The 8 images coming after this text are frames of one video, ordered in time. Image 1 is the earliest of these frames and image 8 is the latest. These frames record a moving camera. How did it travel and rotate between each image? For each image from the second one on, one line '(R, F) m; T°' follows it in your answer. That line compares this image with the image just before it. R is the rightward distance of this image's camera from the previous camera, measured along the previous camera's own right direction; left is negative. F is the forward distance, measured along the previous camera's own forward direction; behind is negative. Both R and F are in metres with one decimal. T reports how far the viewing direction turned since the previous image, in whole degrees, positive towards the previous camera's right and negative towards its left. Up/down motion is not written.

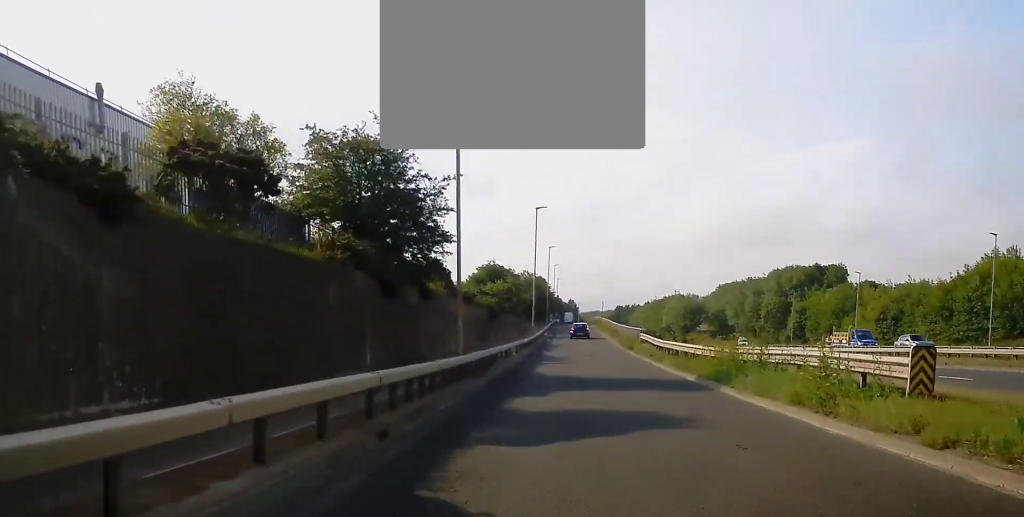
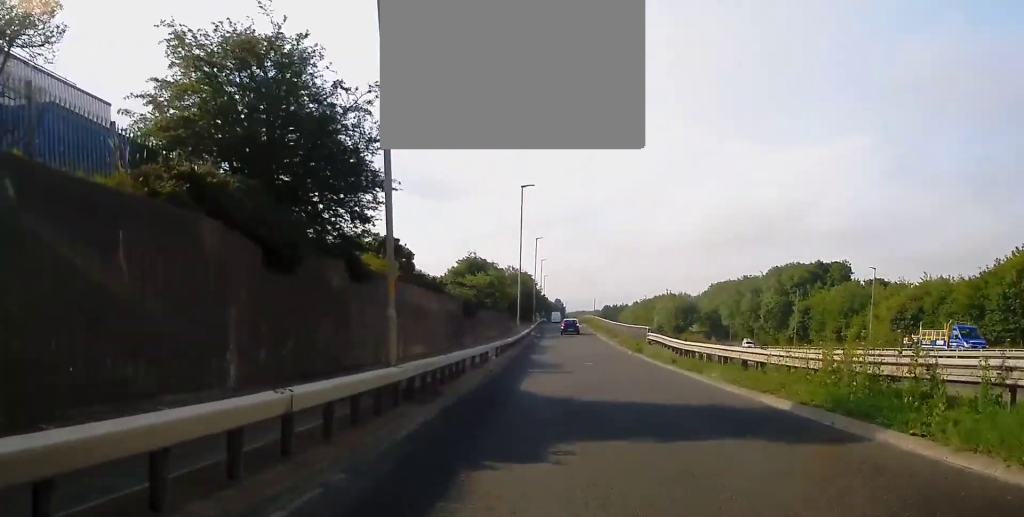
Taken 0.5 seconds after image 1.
(+0.1, +8.5) m; 0°
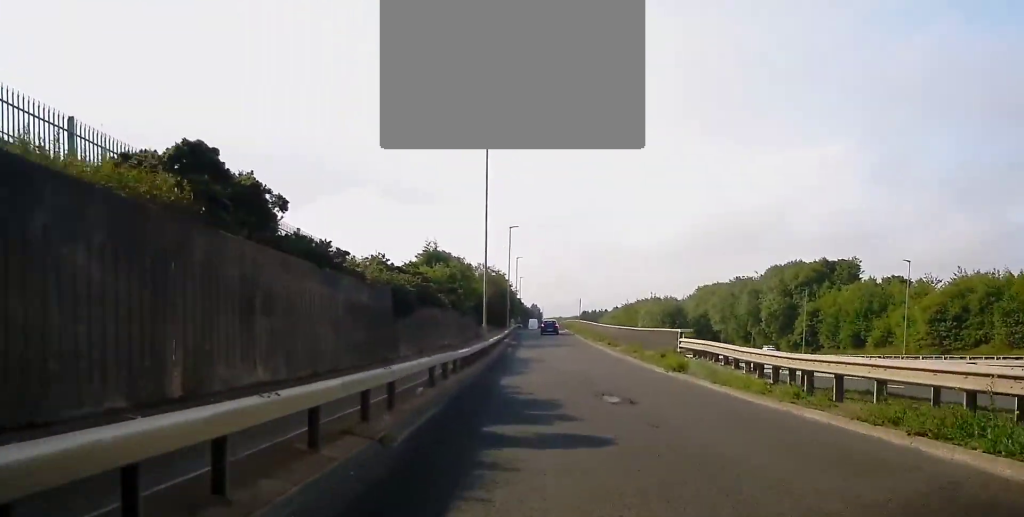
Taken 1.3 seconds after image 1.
(+0.1, +14.7) m; +1°
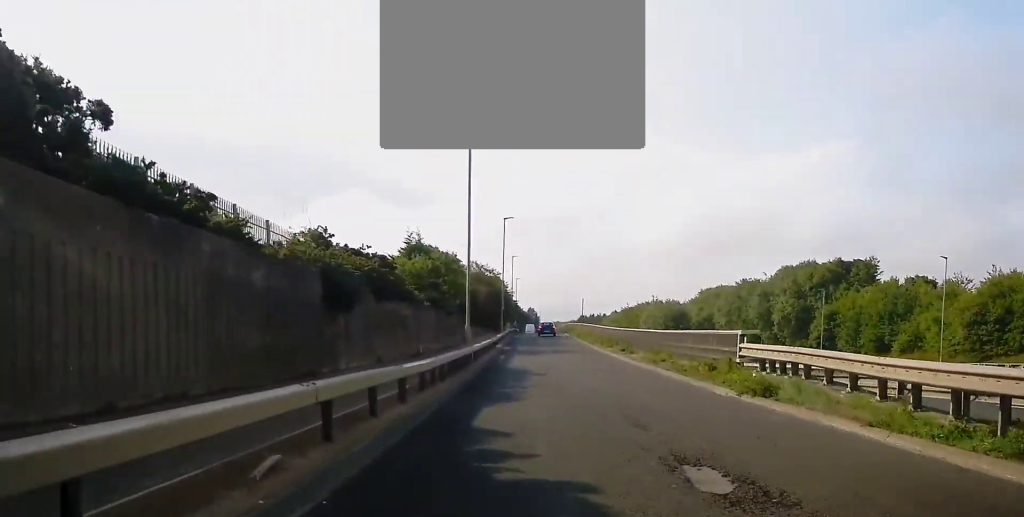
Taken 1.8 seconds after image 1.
(0.0, +8.3) m; +1°
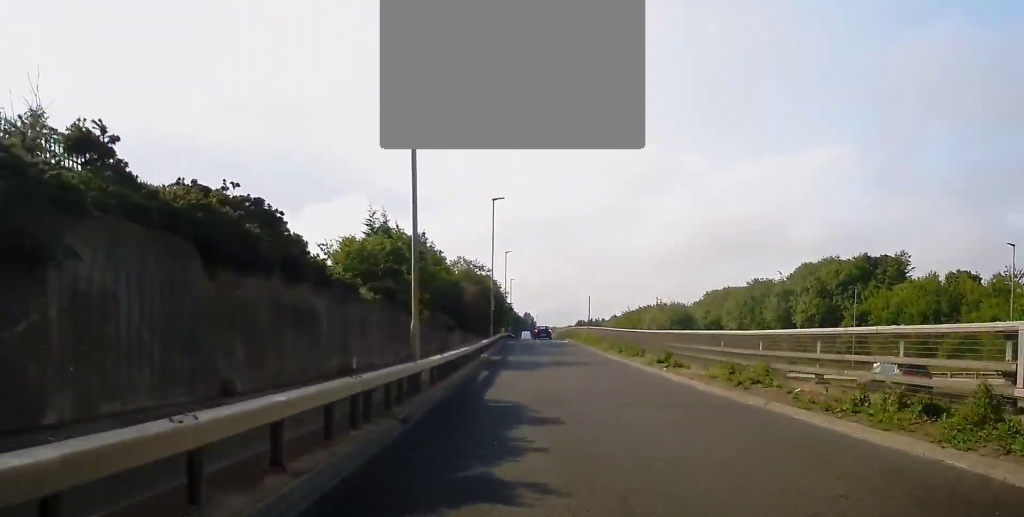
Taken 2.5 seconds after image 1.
(+0.1, +12.2) m; 0°
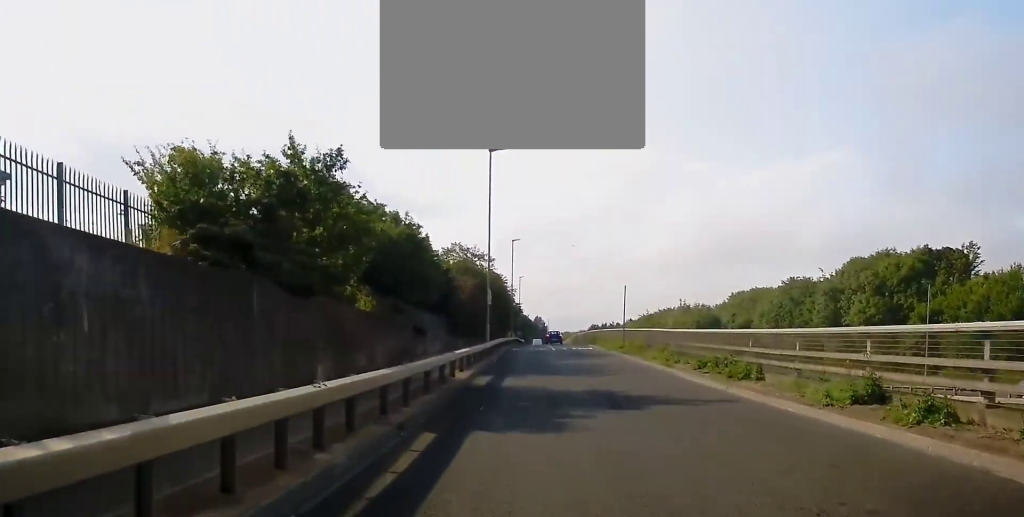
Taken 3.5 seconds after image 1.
(0.0, +16.4) m; 0°
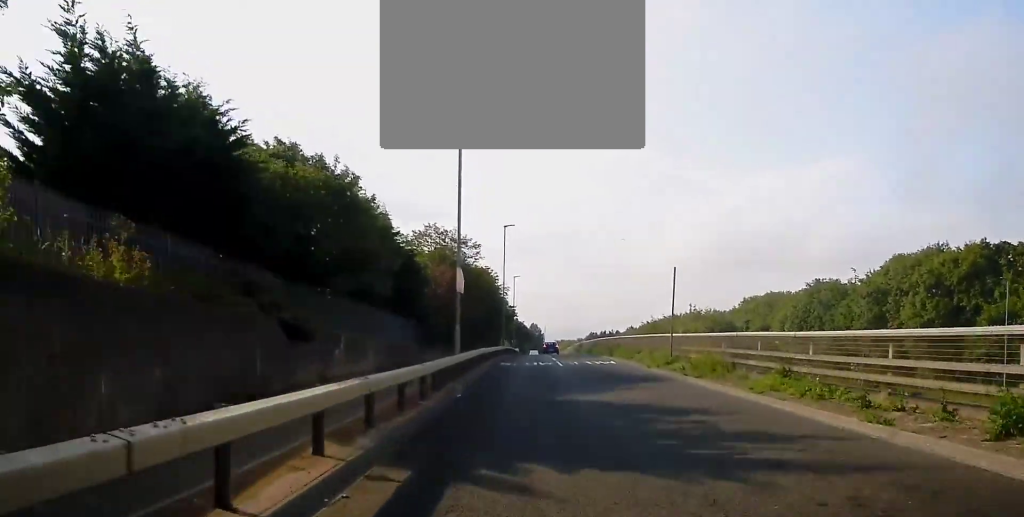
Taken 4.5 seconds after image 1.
(-0.1, +15.2) m; 0°
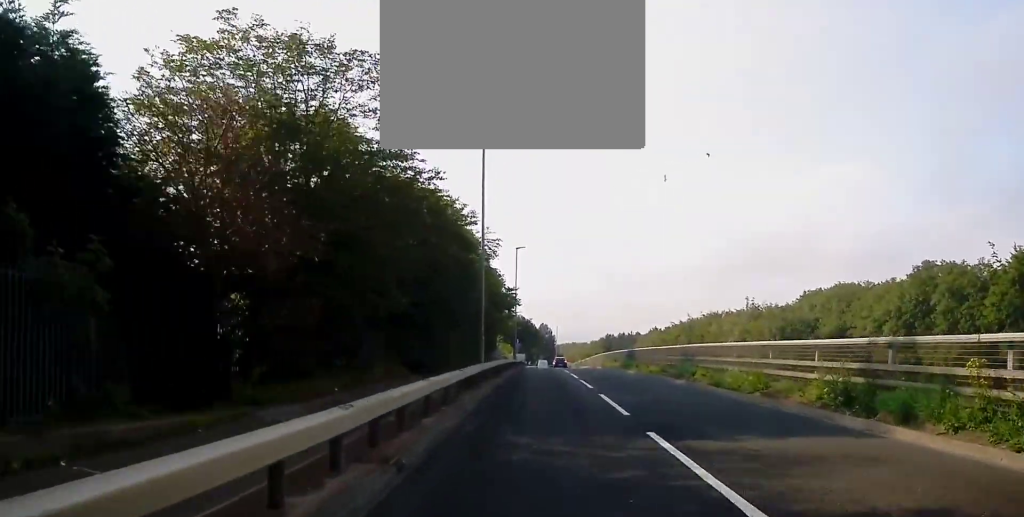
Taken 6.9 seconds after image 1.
(+0.2, +36.0) m; 0°
